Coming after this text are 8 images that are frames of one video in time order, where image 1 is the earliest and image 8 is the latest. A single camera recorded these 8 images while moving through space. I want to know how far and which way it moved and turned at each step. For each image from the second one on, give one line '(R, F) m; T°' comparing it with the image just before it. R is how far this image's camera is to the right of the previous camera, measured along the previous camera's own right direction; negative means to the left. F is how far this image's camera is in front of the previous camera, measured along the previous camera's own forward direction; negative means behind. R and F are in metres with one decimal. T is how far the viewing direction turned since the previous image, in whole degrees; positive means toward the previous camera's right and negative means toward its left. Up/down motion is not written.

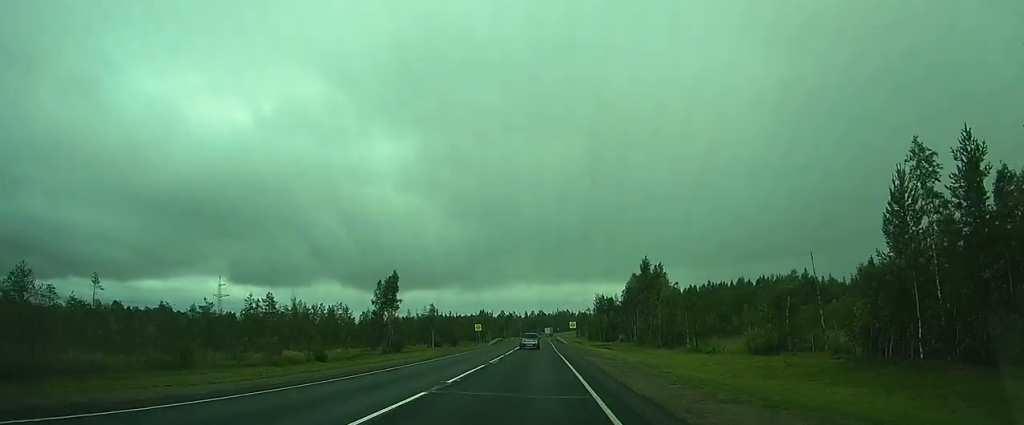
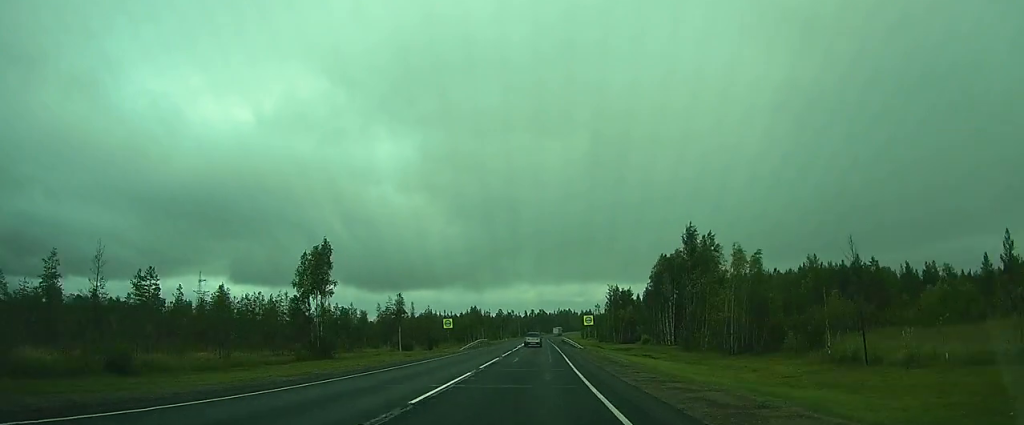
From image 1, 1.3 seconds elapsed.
(-0.3, +27.9) m; -1°
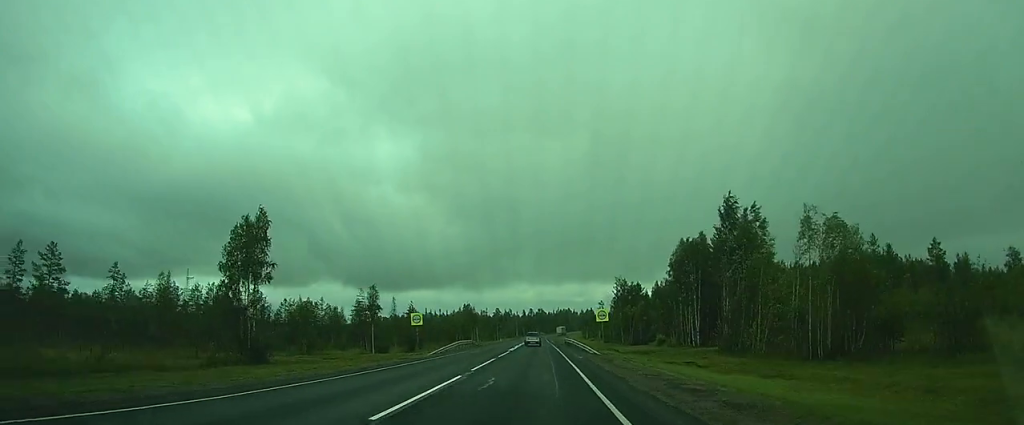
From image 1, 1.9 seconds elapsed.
(0.0, +14.0) m; 0°
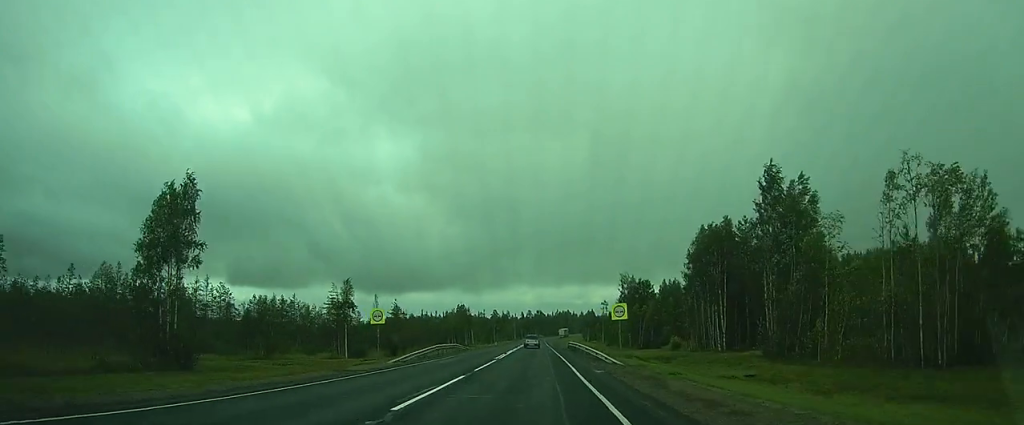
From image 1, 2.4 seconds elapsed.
(0.0, +10.4) m; 0°
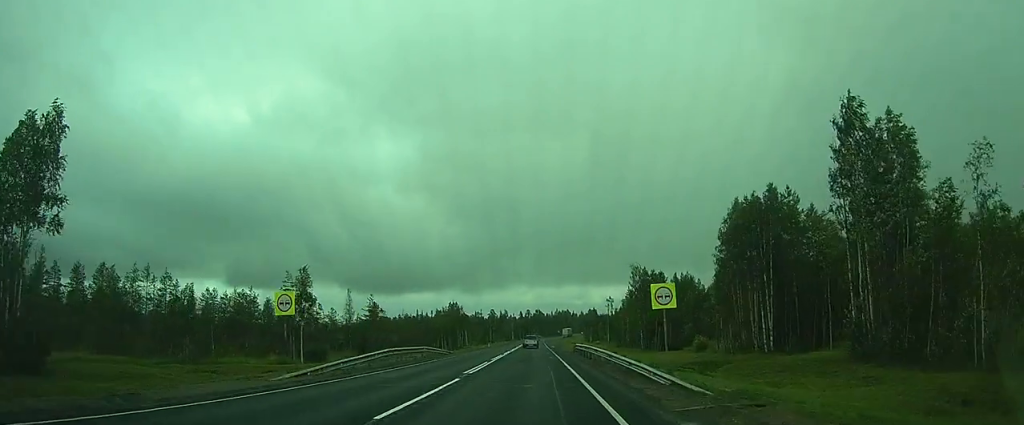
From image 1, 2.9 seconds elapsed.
(0.0, +12.7) m; 0°
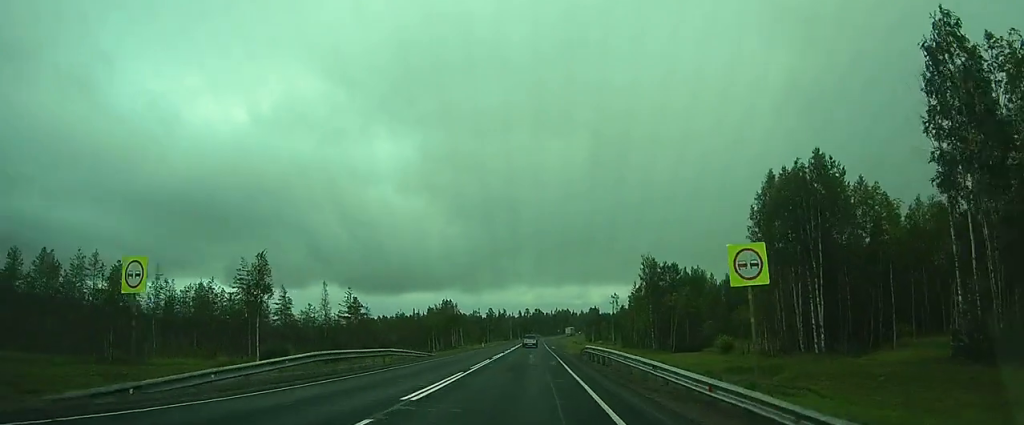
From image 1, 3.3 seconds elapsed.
(0.0, +9.0) m; 0°
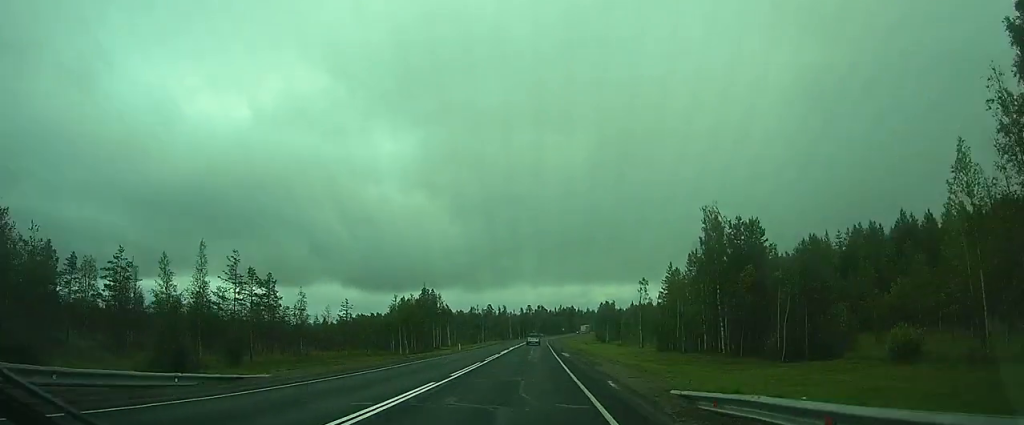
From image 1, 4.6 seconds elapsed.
(+0.3, +28.8) m; +1°
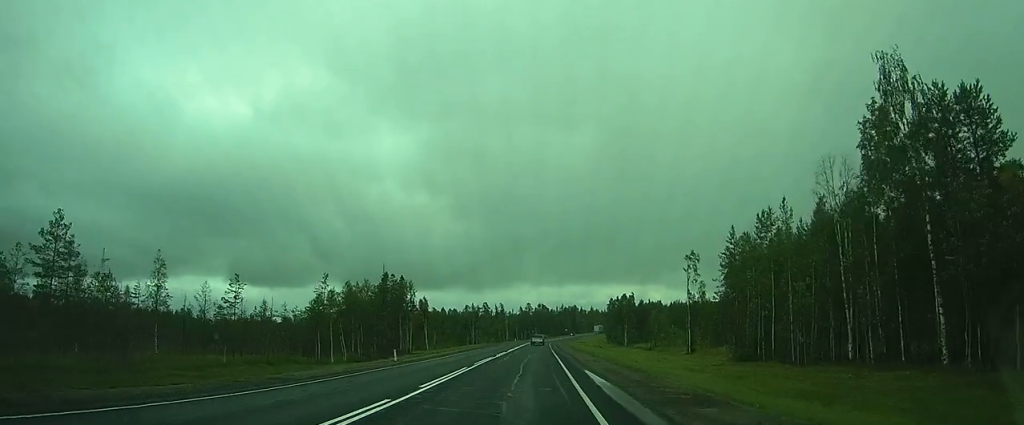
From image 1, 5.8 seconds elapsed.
(+0.4, +28.5) m; +1°
